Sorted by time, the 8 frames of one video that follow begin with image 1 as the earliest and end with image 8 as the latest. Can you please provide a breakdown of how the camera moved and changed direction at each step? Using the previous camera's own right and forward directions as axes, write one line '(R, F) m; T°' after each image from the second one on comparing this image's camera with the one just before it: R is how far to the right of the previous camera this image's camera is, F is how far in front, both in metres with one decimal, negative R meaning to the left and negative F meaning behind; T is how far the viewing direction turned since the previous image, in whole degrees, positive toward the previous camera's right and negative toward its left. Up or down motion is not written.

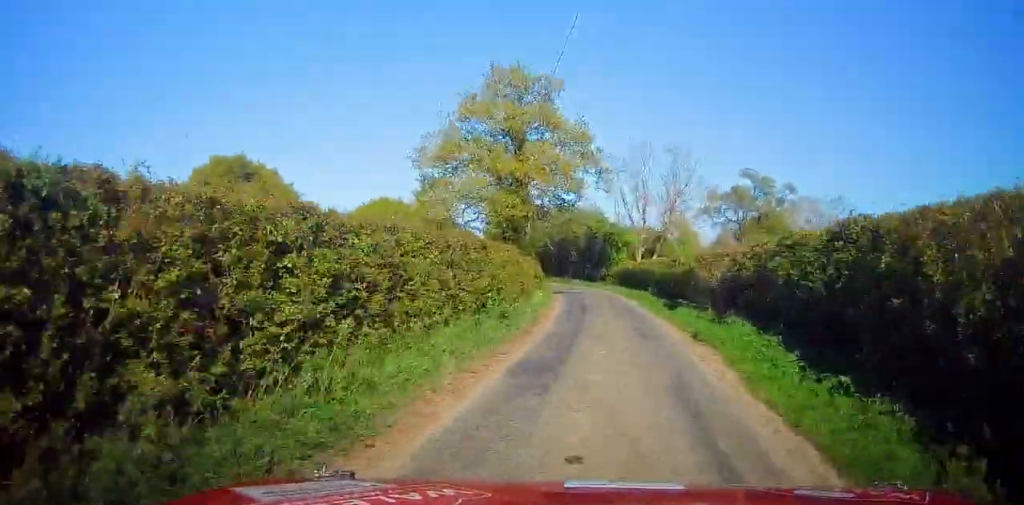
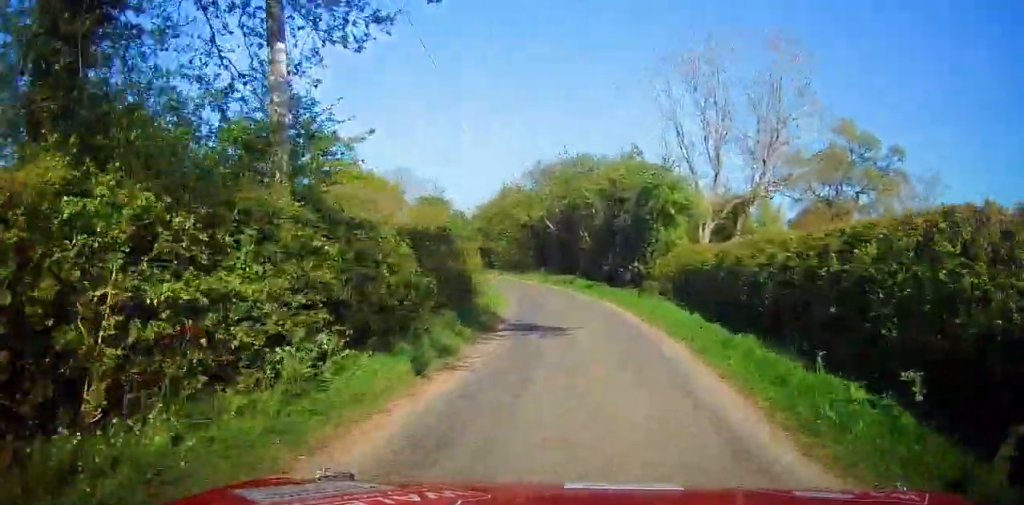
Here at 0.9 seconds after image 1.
(-0.3, +26.1) m; -4°
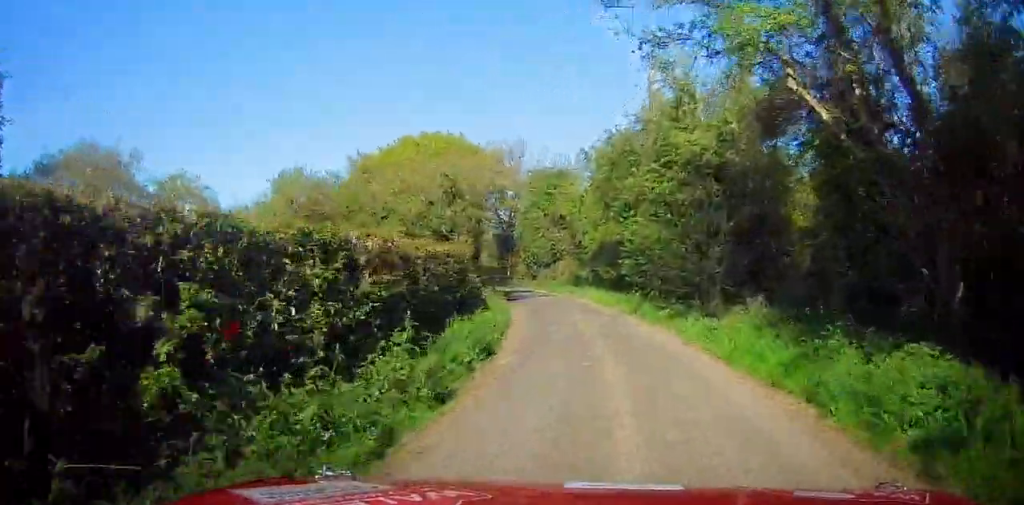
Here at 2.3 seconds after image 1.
(-3.7, +32.0) m; -14°
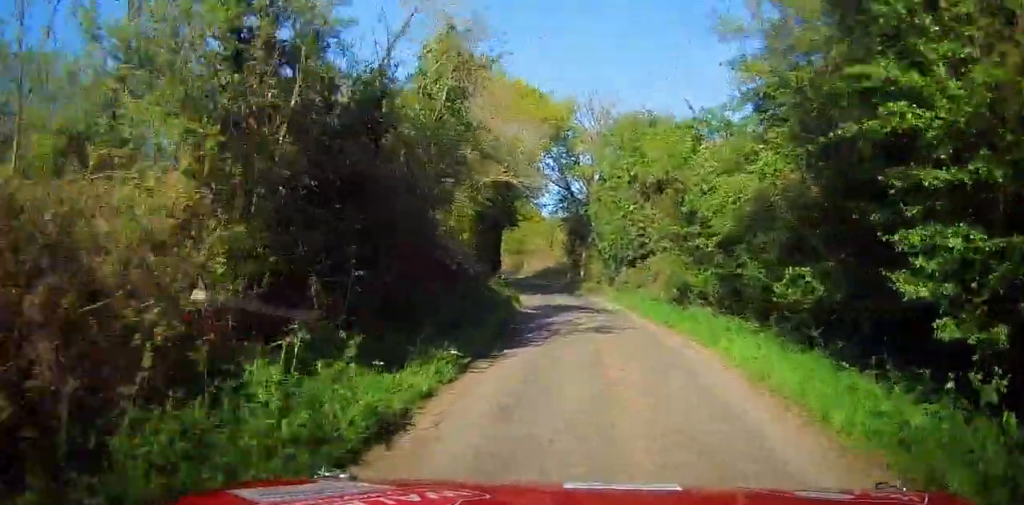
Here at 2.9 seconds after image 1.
(-0.9, +14.9) m; -7°
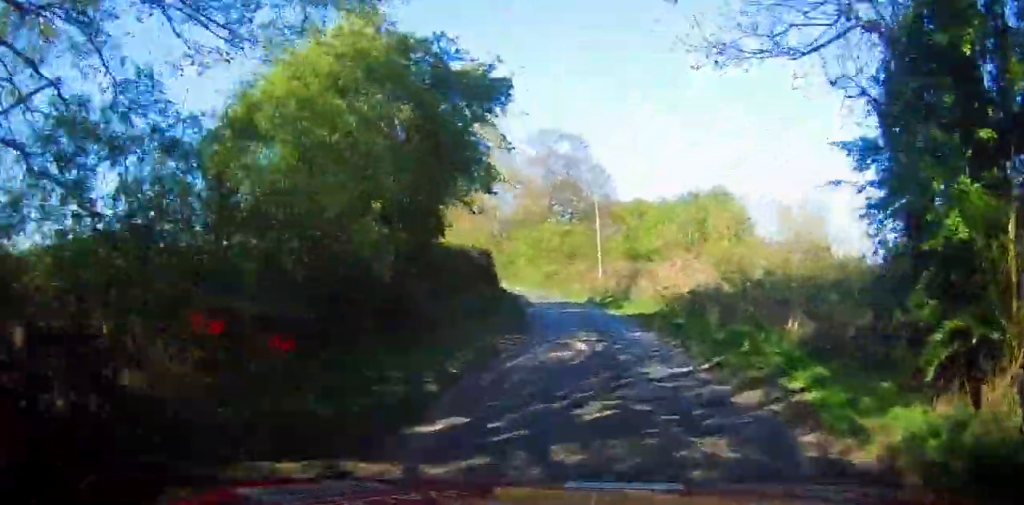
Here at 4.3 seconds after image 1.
(-3.4, +35.3) m; -12°
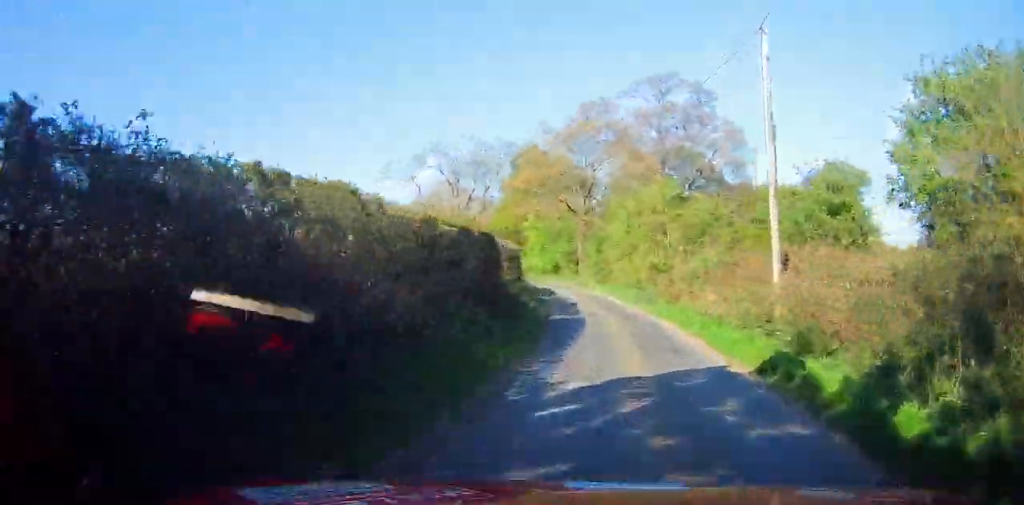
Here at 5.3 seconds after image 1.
(-2.0, +22.6) m; -12°
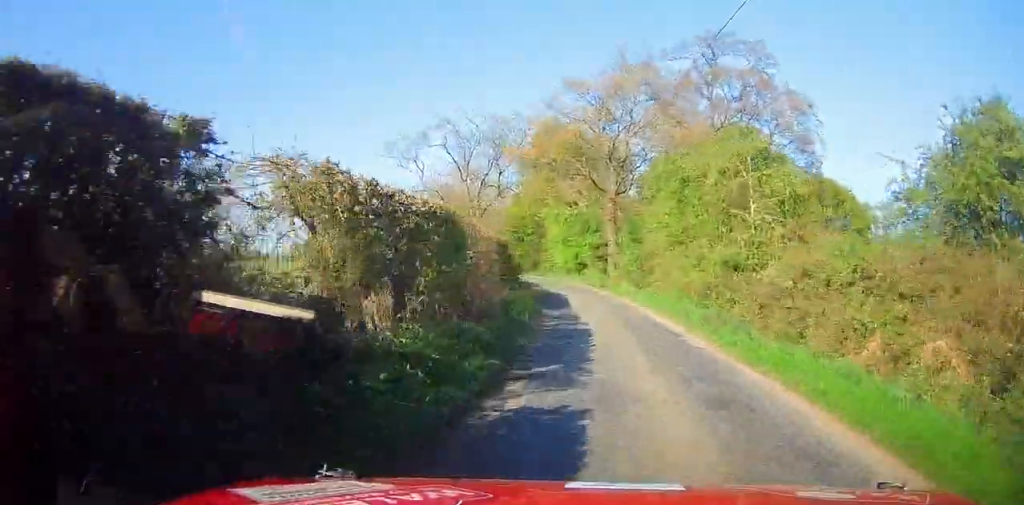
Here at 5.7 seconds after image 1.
(-1.4, +11.1) m; -5°
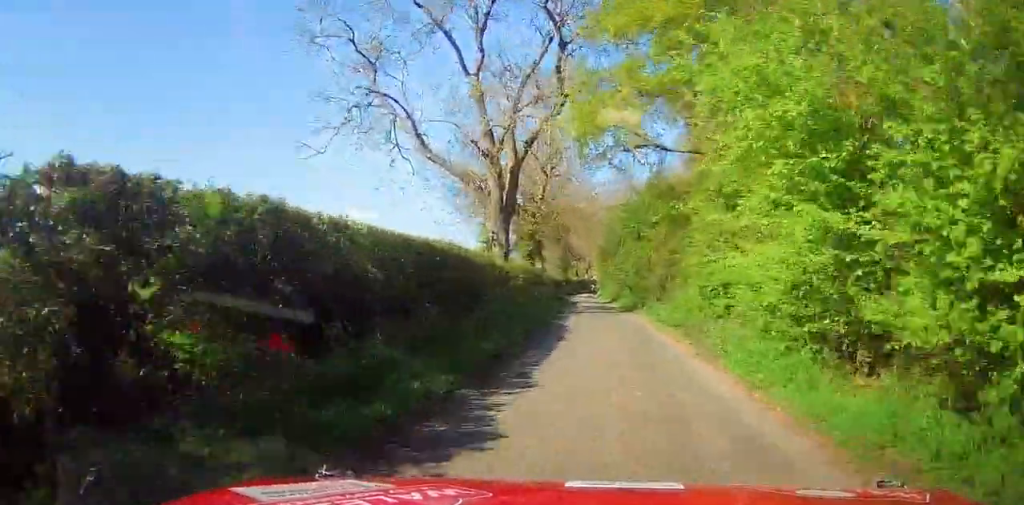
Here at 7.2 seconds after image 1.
(-2.5, +39.4) m; -8°
